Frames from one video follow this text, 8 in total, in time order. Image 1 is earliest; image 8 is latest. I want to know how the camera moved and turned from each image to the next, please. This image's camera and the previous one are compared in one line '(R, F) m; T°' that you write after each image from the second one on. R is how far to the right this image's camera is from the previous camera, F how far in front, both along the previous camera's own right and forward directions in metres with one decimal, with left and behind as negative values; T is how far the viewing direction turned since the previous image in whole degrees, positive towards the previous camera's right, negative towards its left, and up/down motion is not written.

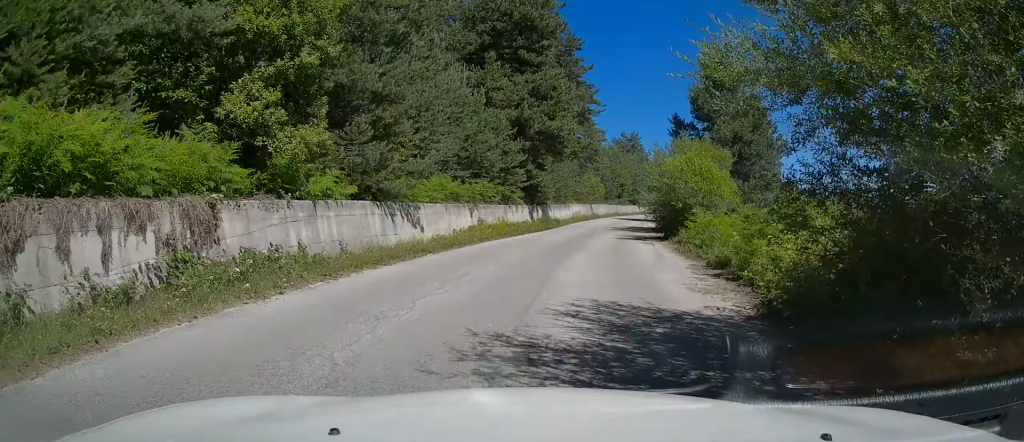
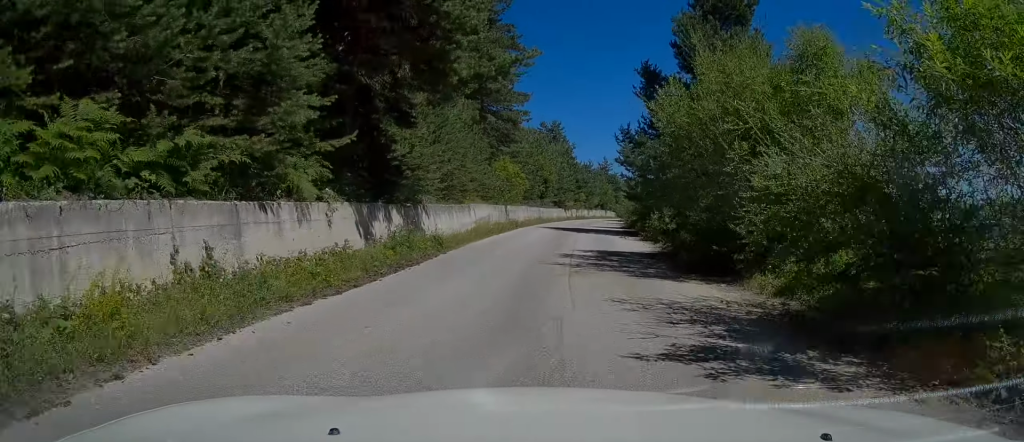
(+1.2, +19.9) m; +7°
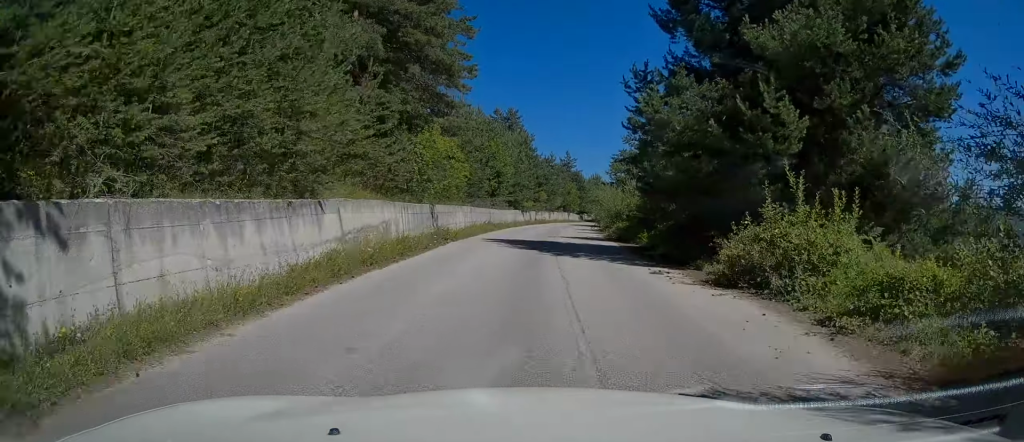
(+0.4, +13.9) m; +3°
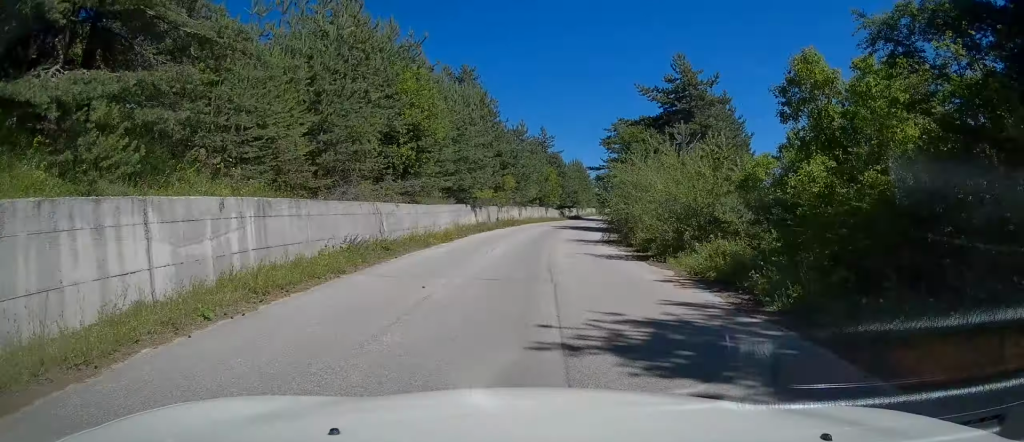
(+0.9, +22.9) m; +4°
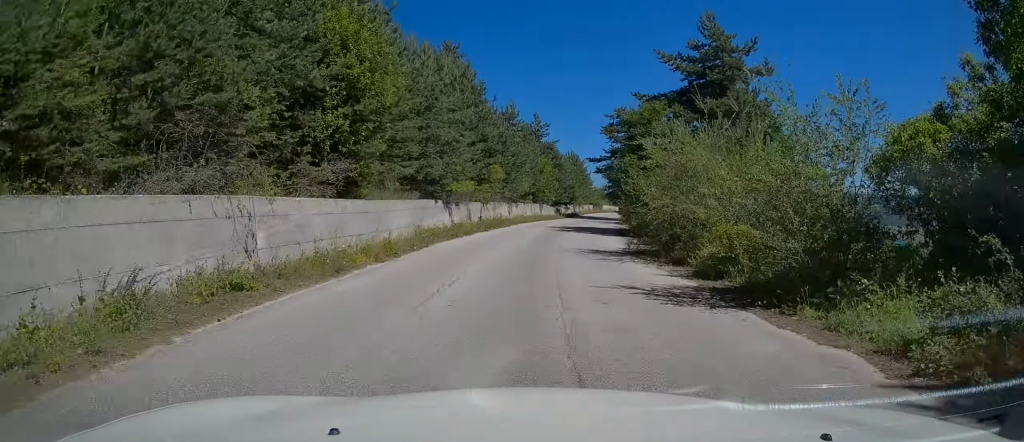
(+0.1, +7.7) m; +1°
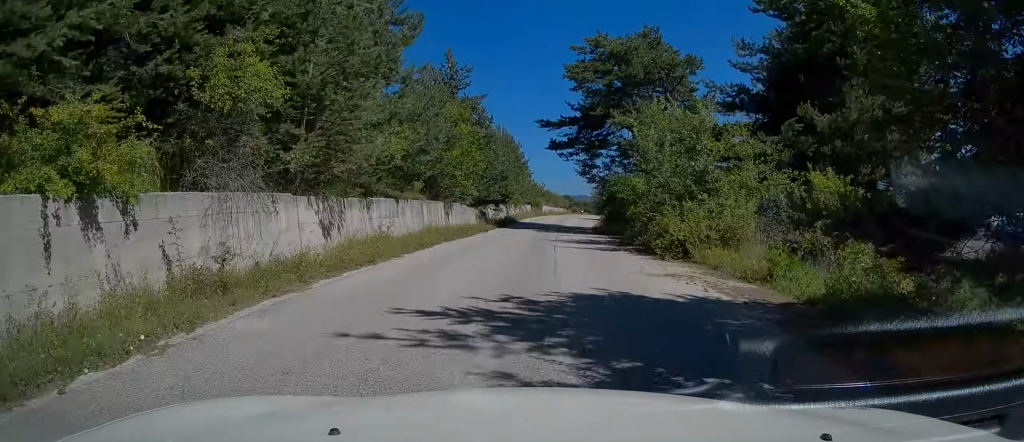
(+0.8, +26.4) m; +4°
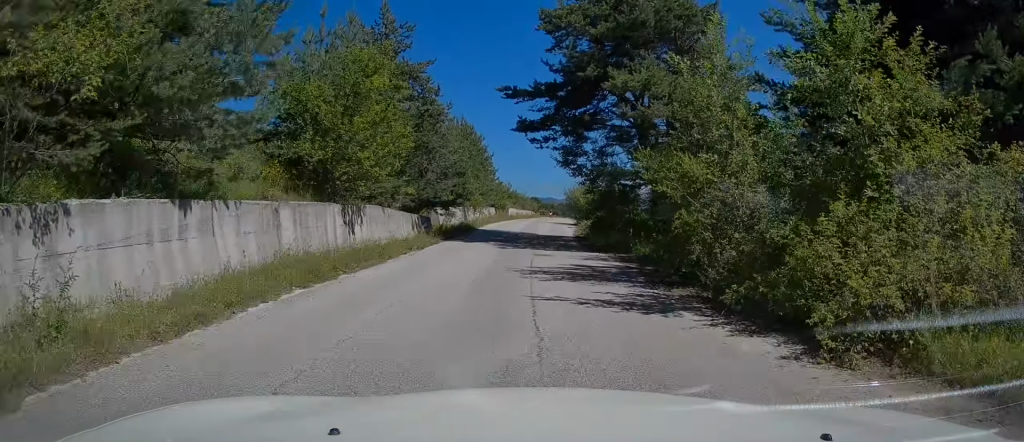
(+0.1, +9.5) m; +2°
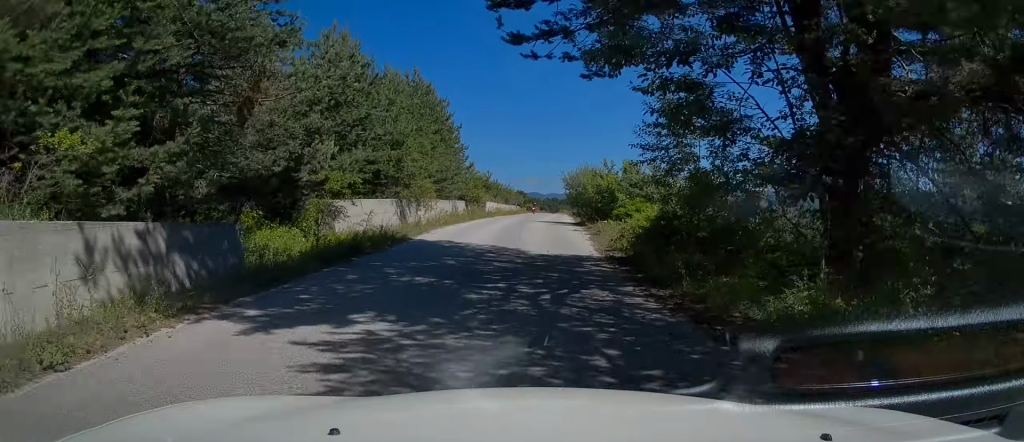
(+0.5, +15.7) m; +3°
